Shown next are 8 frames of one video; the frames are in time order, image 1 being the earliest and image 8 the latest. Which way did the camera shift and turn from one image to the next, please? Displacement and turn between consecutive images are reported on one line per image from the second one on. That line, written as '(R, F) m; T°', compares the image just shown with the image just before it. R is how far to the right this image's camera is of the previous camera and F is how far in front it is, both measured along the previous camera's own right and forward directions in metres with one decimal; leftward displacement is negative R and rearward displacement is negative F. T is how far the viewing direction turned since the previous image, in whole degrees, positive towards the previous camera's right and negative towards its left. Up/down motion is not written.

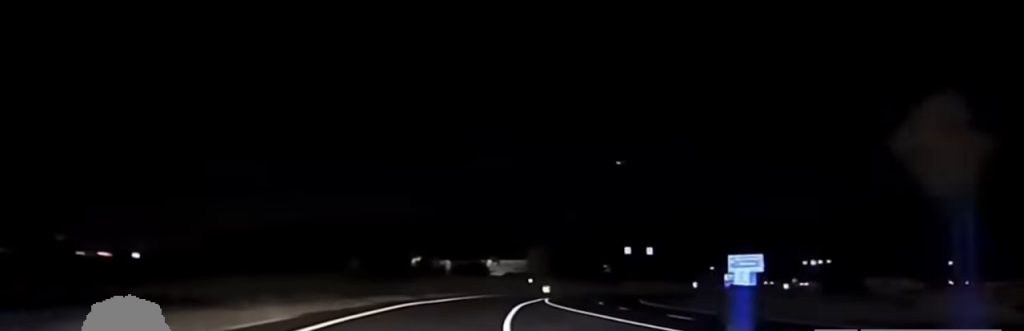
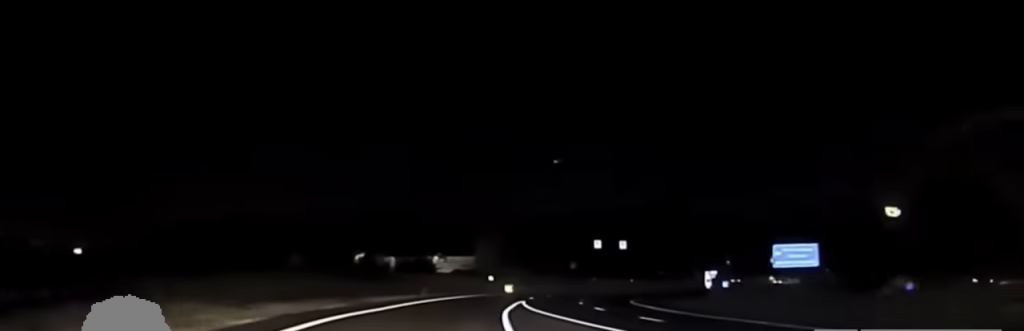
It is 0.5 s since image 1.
(+0.4, +15.4) m; +2°
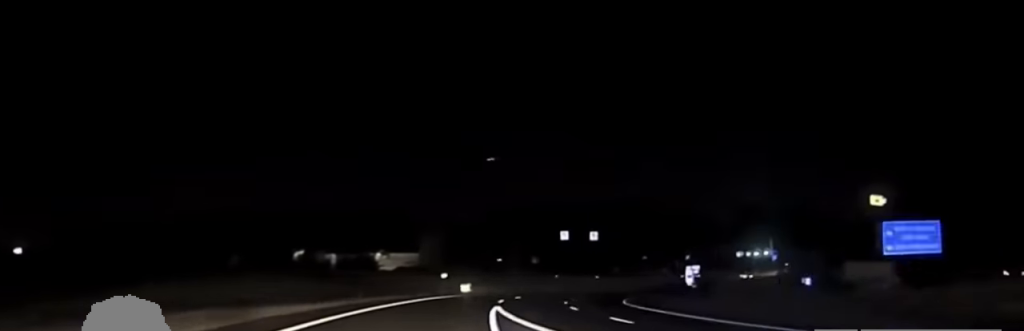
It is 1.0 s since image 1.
(+0.1, +16.2) m; +4°
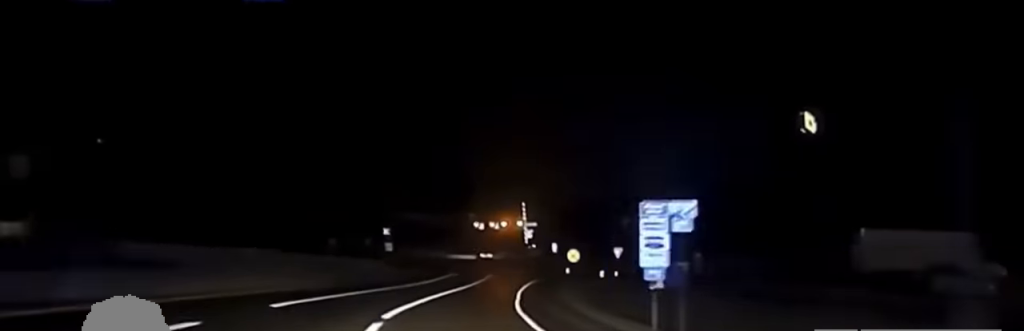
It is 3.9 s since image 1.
(+17.3, +83.6) m; +22°
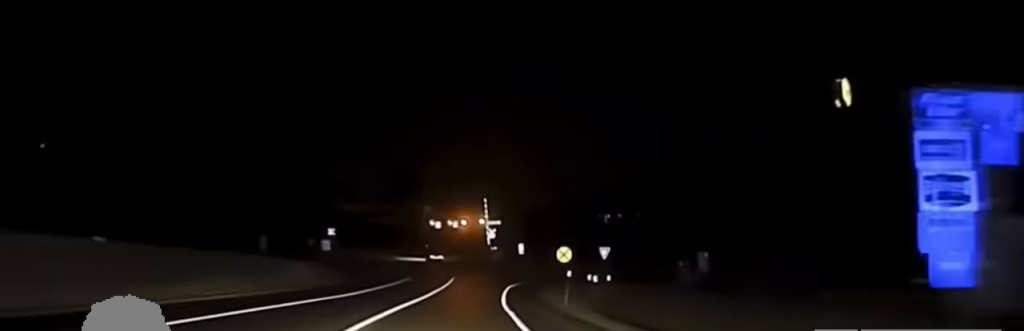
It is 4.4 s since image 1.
(+0.4, +15.4) m; +3°
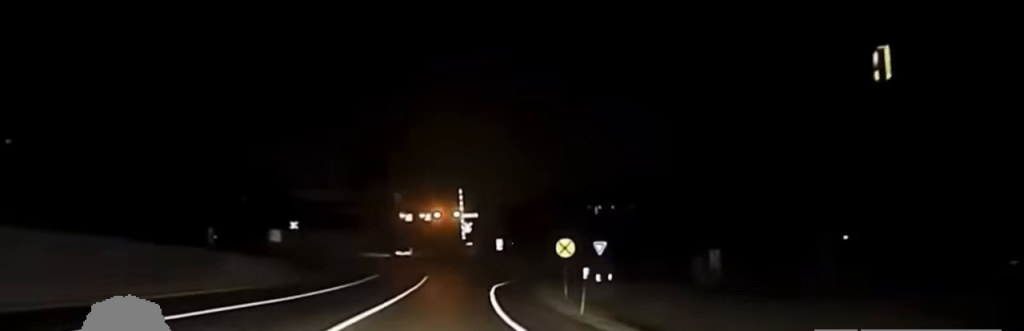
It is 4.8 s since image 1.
(+0.4, +12.2) m; +2°
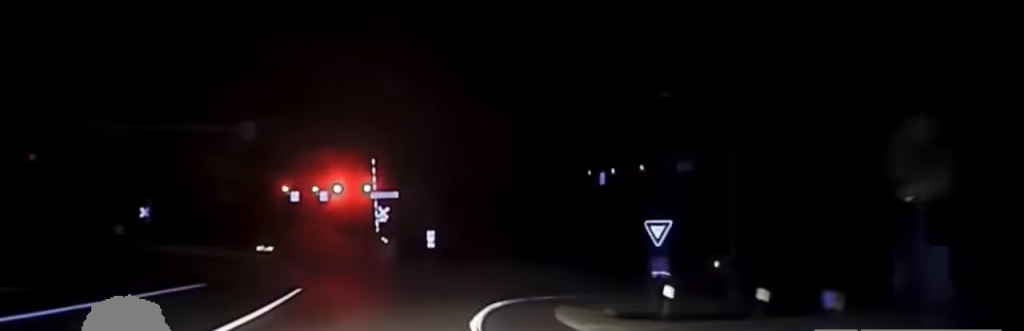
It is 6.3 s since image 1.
(+1.5, +36.4) m; +8°
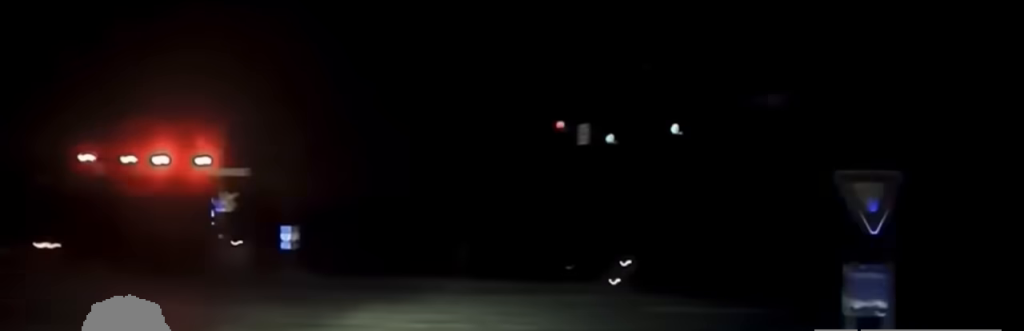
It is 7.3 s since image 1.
(+1.8, +18.7) m; +20°
